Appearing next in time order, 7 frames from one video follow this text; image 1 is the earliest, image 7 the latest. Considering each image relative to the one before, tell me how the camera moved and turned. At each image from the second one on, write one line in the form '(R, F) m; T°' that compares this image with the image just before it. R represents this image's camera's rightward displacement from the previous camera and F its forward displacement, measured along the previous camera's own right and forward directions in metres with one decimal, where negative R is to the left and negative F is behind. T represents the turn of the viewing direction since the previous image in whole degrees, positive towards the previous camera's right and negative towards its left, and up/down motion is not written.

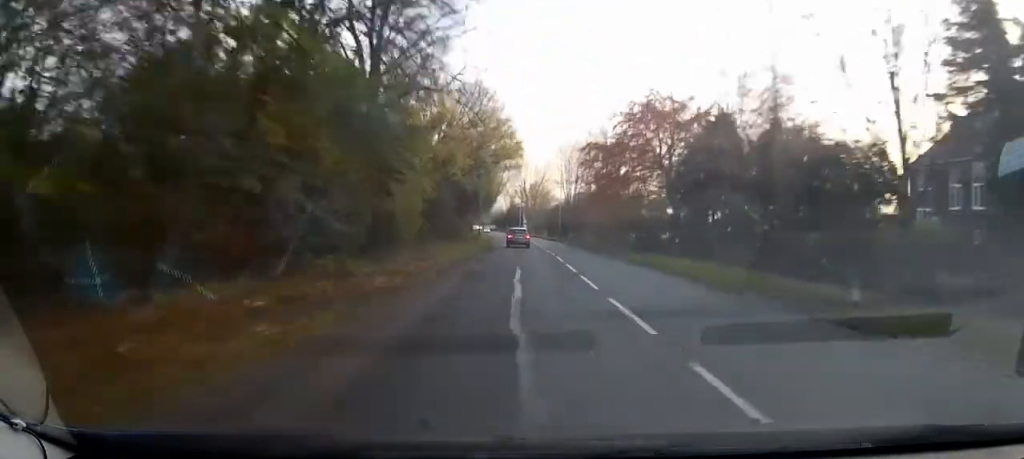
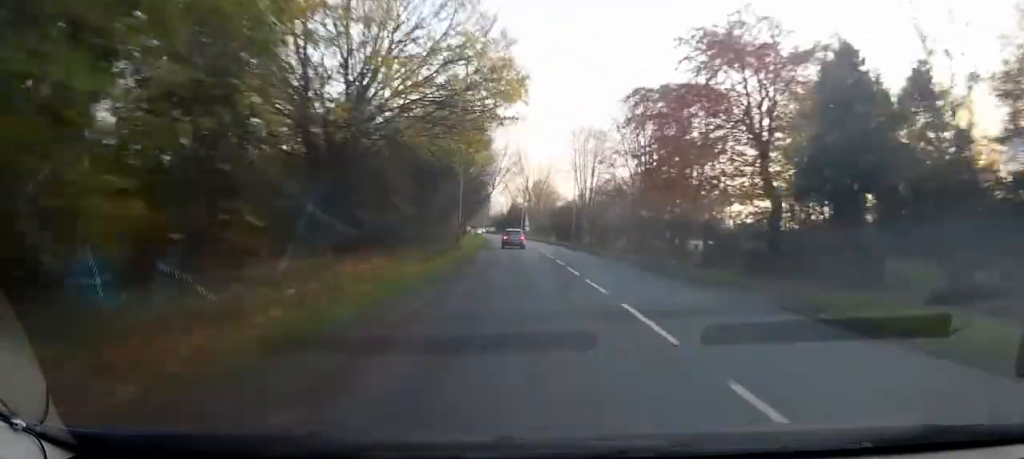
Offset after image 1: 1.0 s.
(-0.3, +18.6) m; -1°
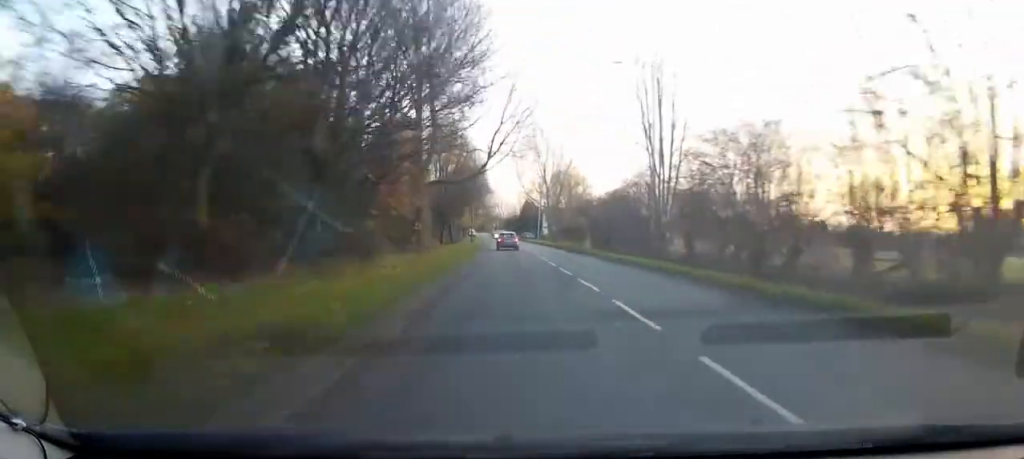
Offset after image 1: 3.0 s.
(-0.2, +35.0) m; -1°
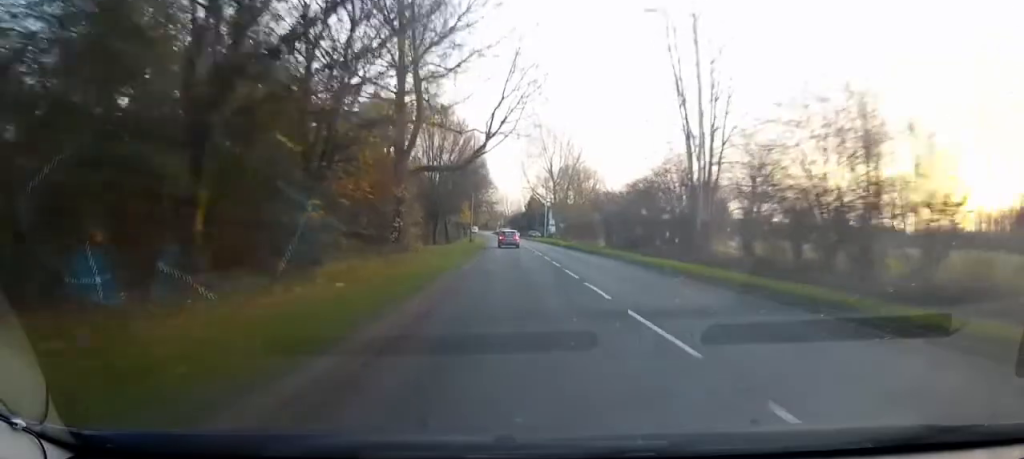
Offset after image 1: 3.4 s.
(-0.1, +7.8) m; 0°
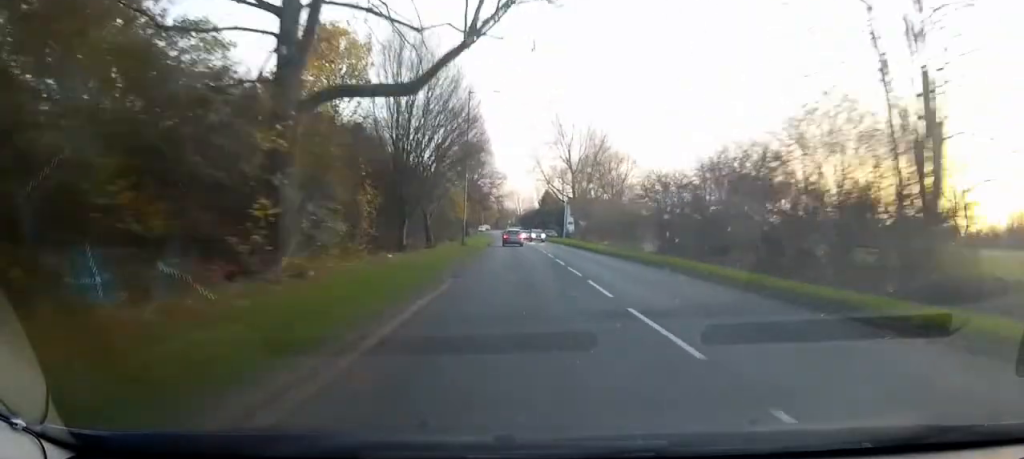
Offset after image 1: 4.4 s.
(0.0, +18.0) m; 0°
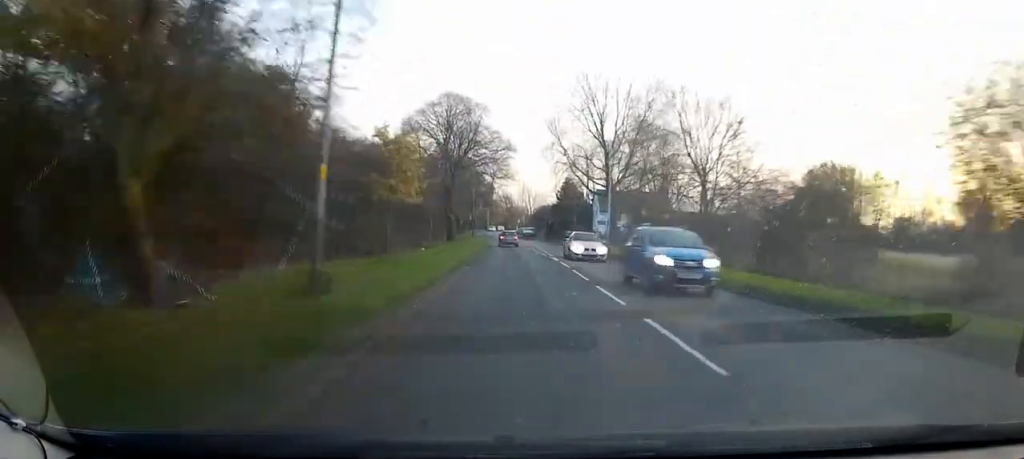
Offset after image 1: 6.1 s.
(-0.6, +30.7) m; -2°
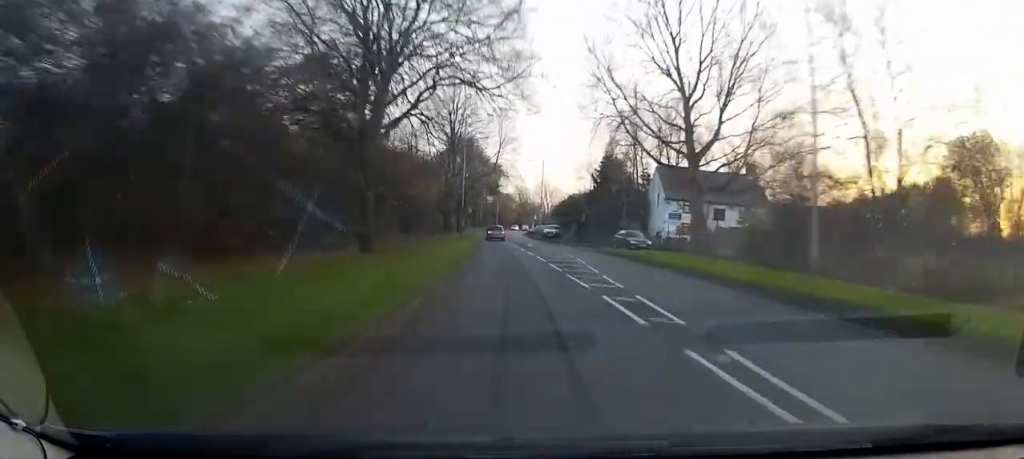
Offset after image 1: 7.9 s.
(-0.4, +32.0) m; -2°
